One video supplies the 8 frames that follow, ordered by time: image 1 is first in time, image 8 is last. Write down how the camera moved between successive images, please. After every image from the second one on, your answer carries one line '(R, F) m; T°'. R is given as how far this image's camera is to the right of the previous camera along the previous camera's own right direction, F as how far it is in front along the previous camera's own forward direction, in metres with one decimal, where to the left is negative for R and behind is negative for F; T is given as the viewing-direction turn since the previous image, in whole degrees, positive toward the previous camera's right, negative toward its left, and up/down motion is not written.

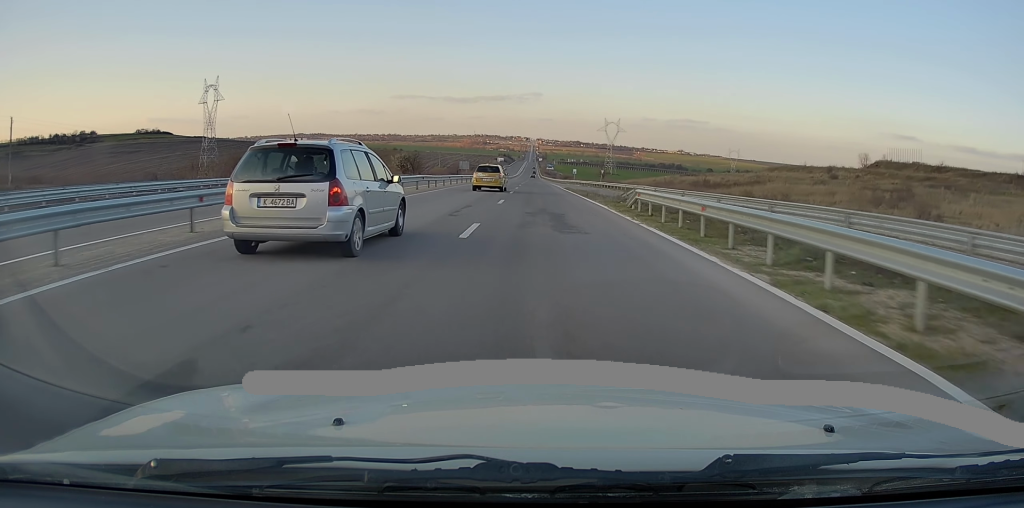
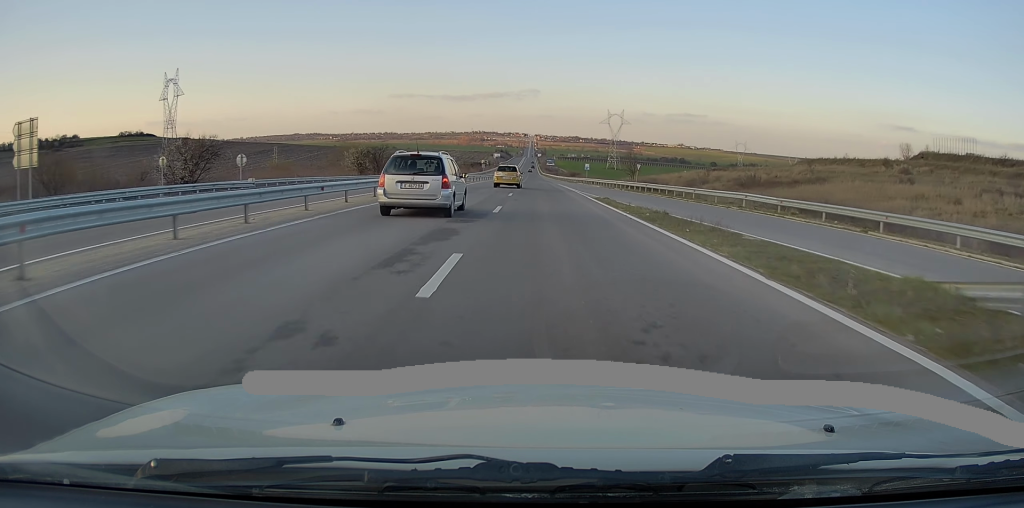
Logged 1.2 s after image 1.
(0.0, +29.1) m; 0°
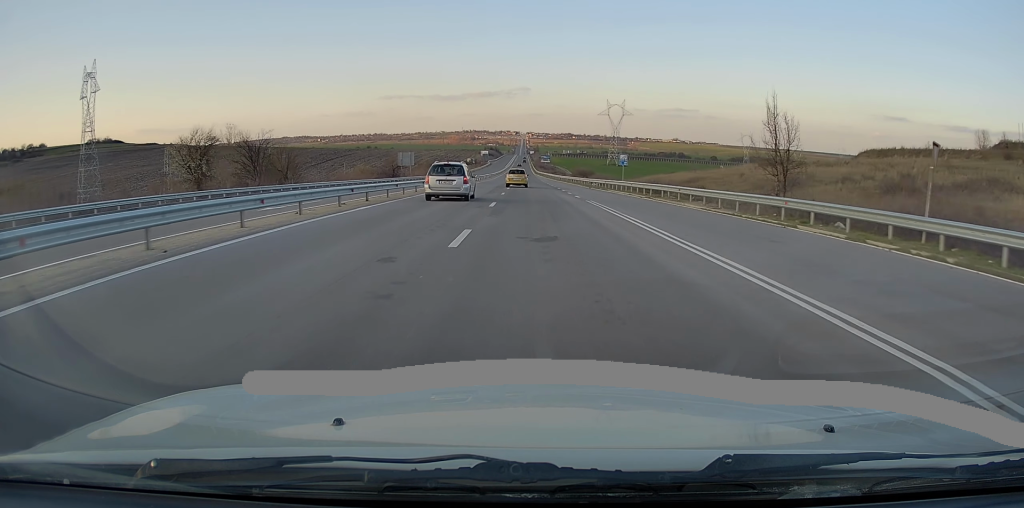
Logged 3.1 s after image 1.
(+0.4, +43.7) m; +1°
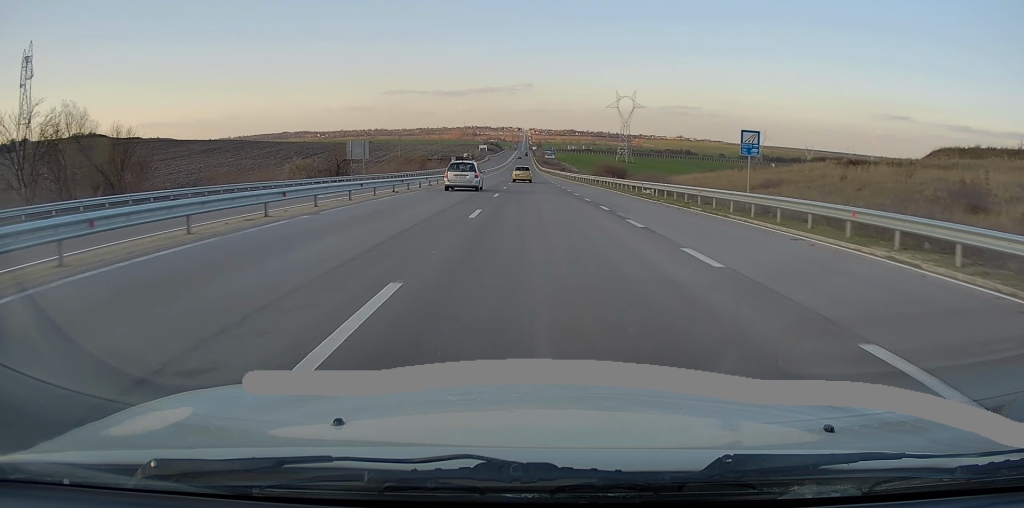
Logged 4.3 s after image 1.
(-0.1, +30.4) m; 0°
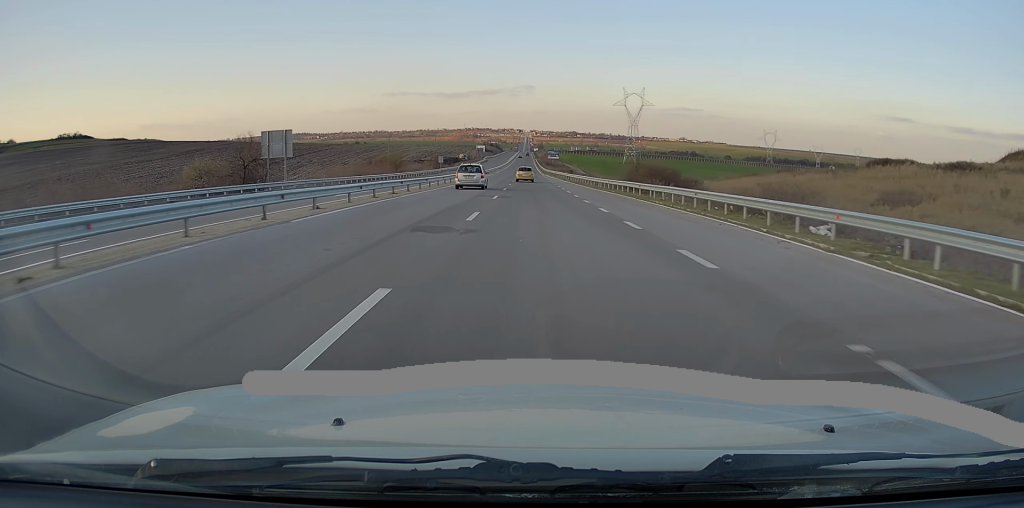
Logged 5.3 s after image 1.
(+0.1, +24.3) m; 0°
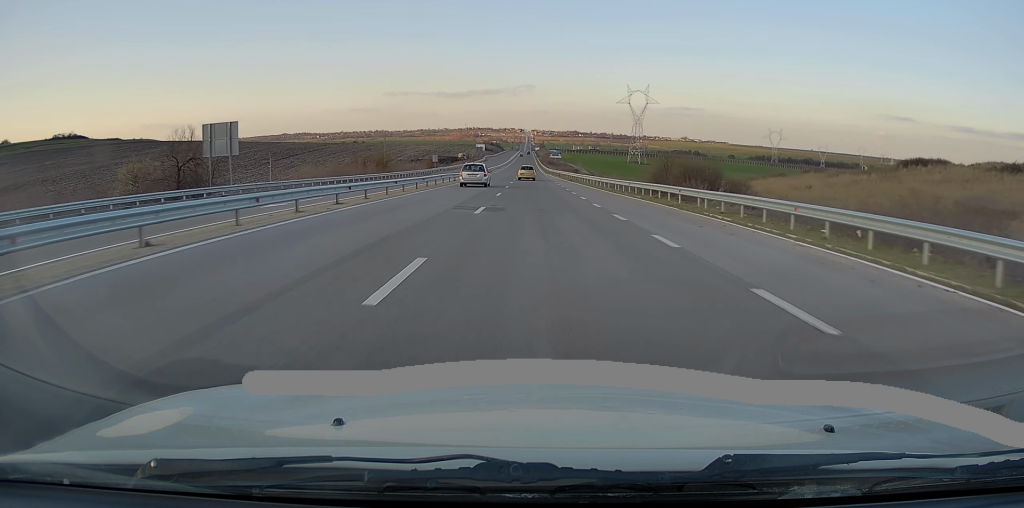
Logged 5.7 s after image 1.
(-0.1, +9.7) m; 0°
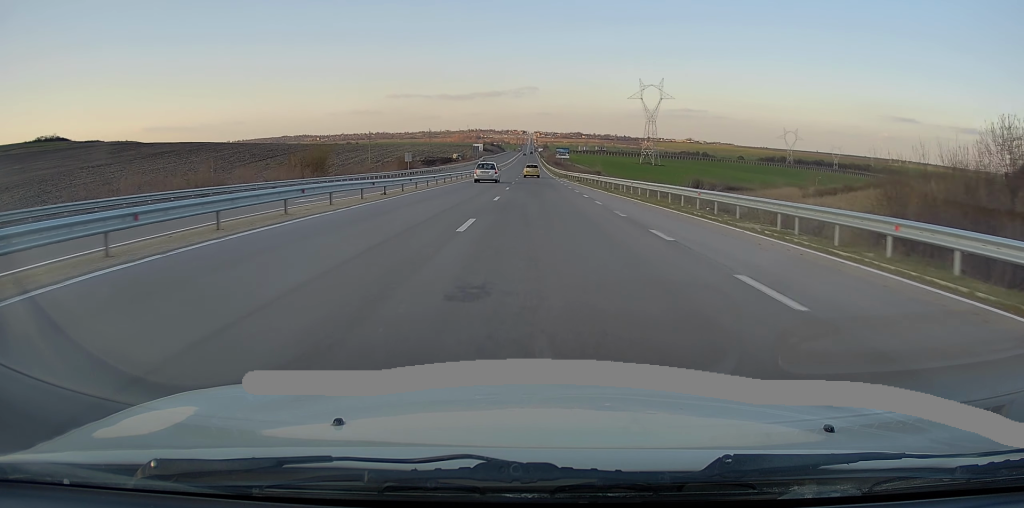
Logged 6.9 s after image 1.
(+0.1, +29.2) m; 0°
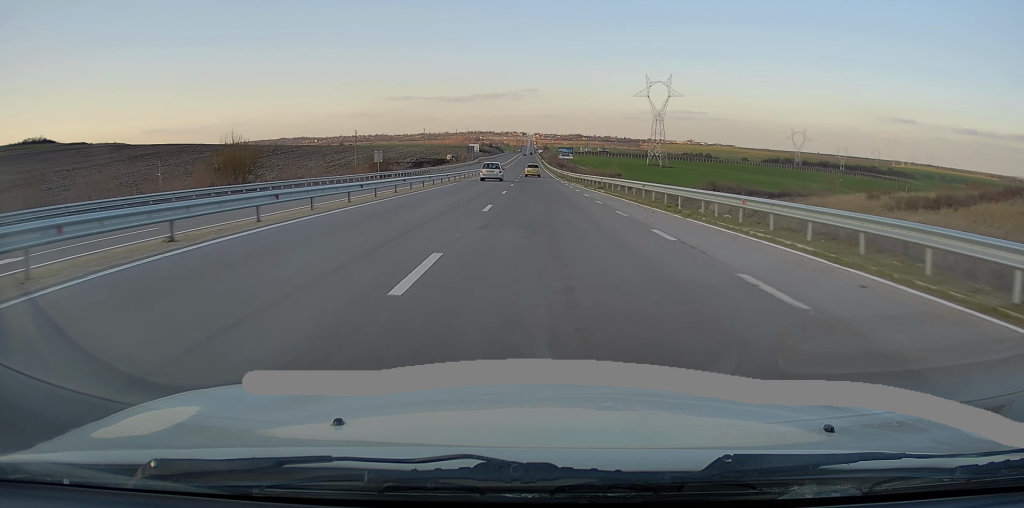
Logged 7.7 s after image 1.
(0.0, +17.9) m; 0°
